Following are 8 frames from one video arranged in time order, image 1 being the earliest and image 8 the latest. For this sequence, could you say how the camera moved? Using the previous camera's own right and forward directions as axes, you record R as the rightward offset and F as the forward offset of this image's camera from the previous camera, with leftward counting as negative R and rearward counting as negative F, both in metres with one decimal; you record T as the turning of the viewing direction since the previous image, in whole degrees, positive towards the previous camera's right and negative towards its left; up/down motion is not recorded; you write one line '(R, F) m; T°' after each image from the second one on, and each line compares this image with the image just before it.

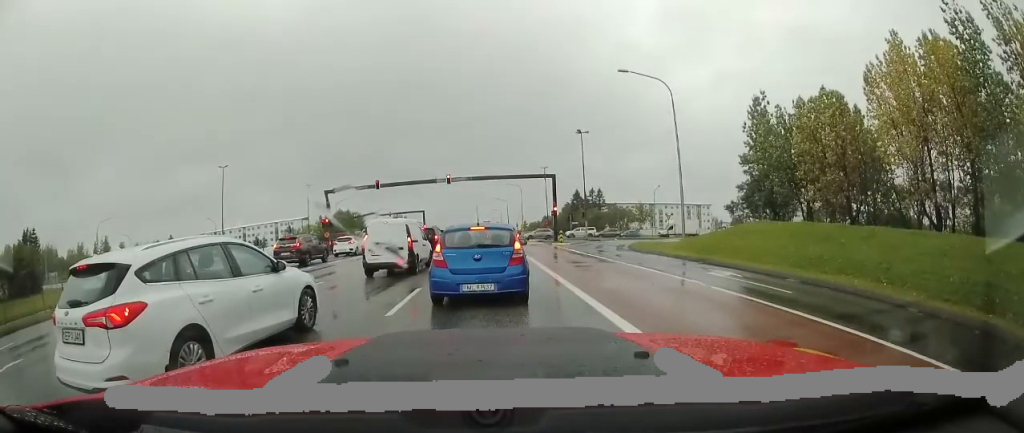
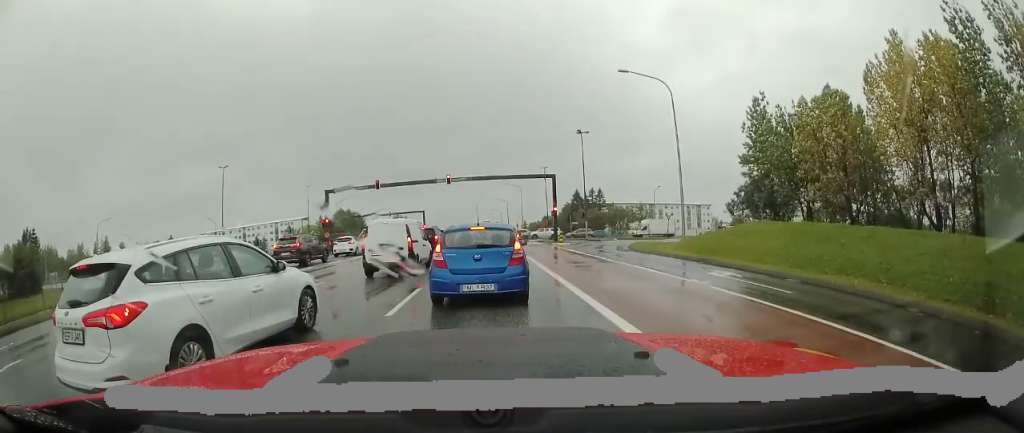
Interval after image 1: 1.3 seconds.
(0.0, 0.0) m; 0°
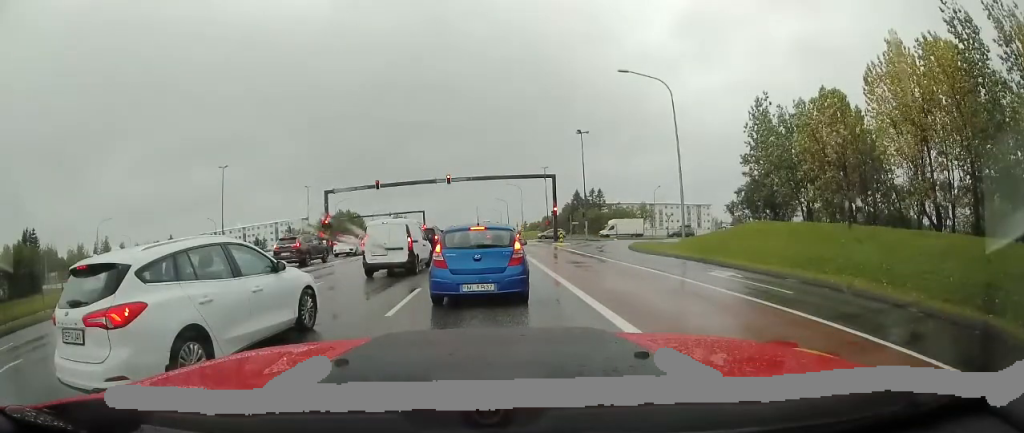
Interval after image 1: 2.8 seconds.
(0.0, 0.0) m; 0°
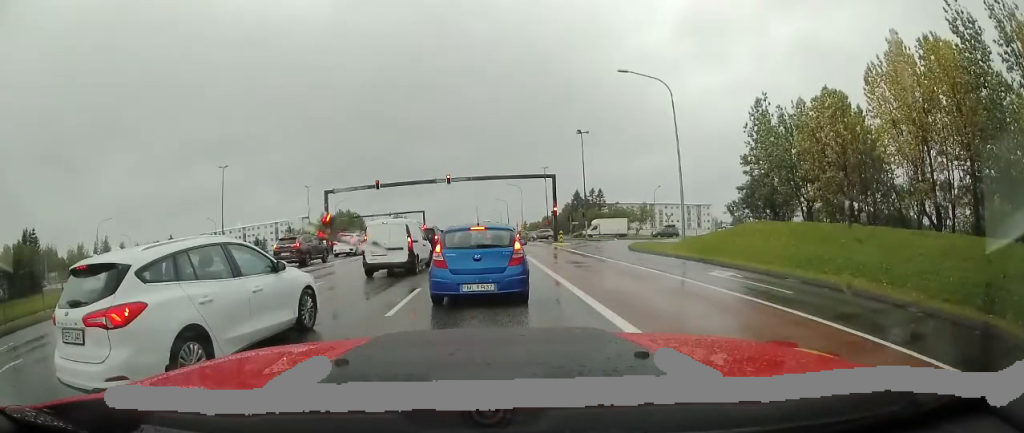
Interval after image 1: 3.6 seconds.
(0.0, 0.0) m; 0°
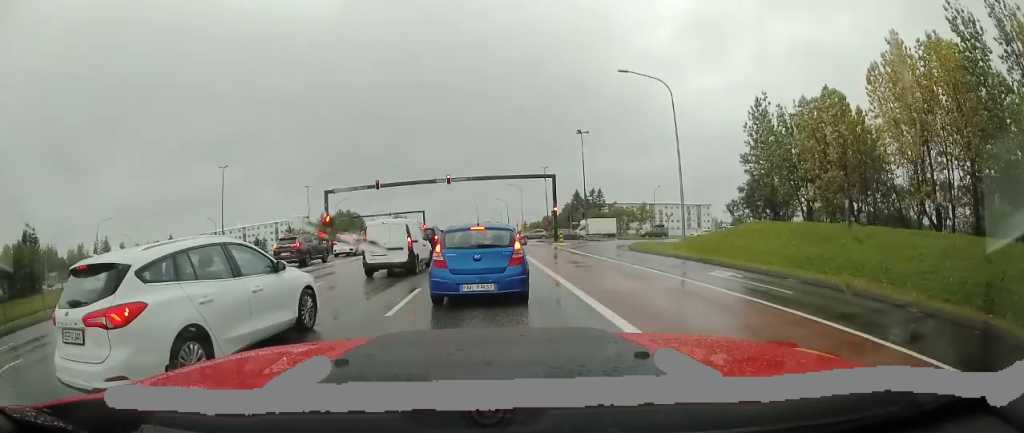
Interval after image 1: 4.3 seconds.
(0.0, 0.0) m; 0°
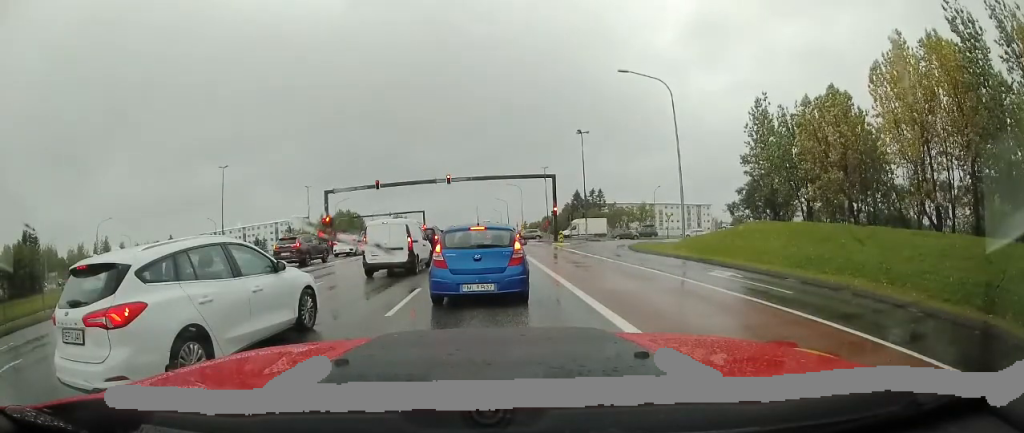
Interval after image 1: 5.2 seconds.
(0.0, 0.0) m; 0°
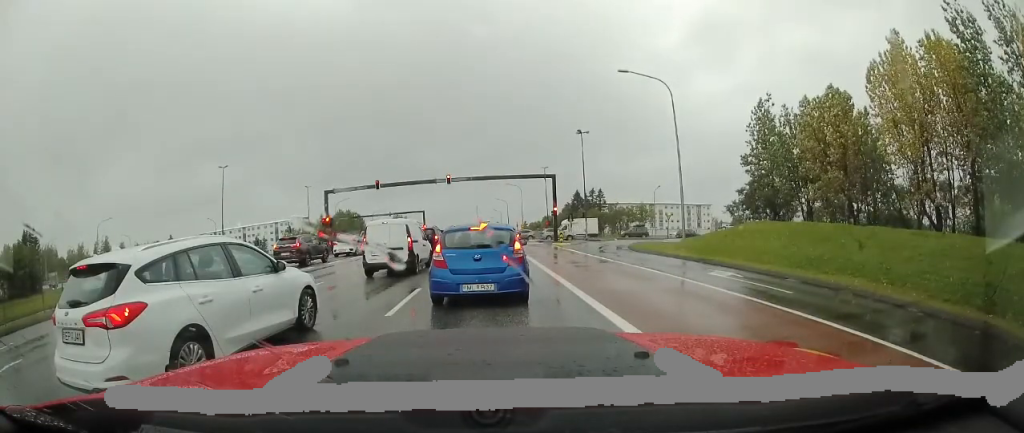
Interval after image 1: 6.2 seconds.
(0.0, +0.2) m; 0°
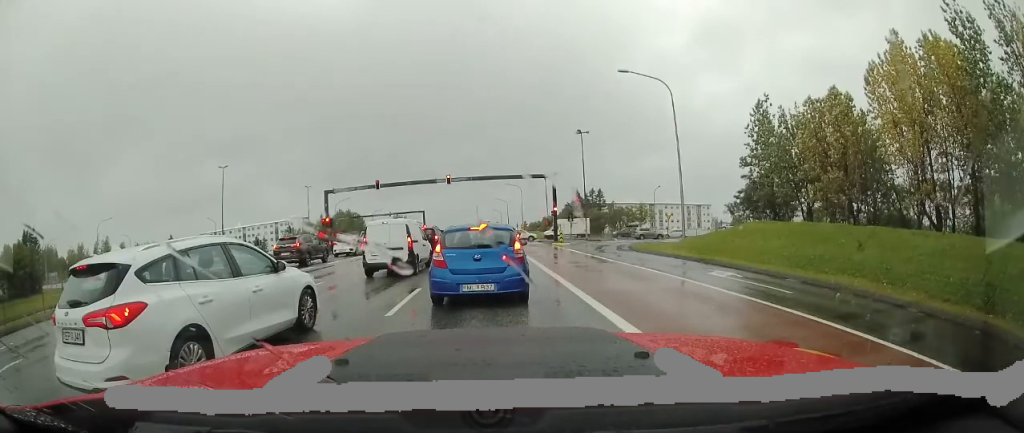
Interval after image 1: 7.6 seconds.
(0.0, +0.3) m; 0°
